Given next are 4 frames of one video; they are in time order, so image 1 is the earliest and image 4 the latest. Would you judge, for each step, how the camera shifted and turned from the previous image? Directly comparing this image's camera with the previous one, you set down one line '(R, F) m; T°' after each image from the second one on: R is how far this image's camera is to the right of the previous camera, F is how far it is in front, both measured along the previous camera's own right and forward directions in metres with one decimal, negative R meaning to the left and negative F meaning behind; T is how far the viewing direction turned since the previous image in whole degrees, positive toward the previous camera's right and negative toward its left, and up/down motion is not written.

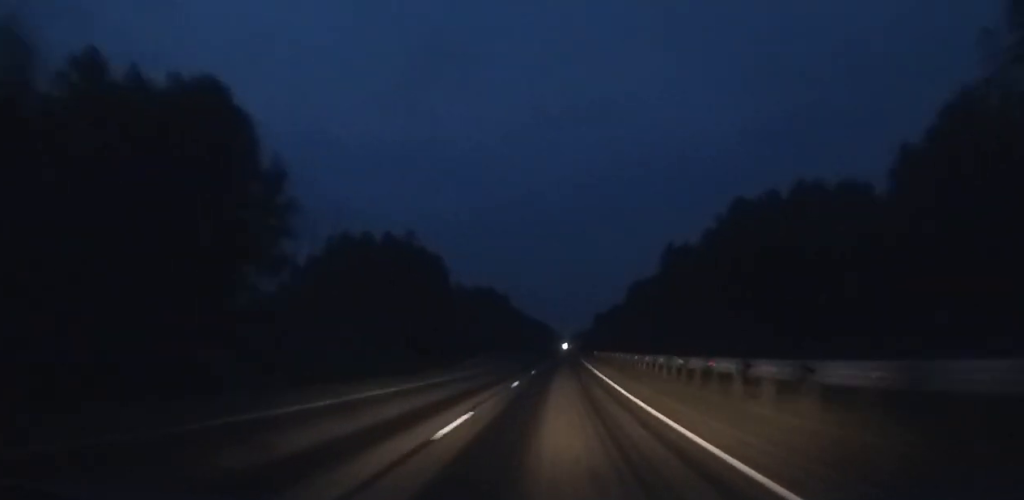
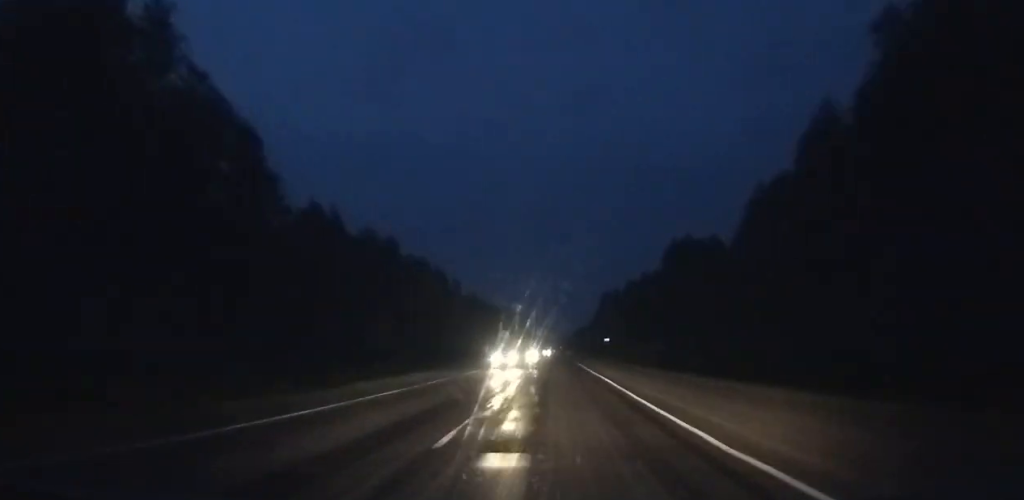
(+4.8, +234.8) m; +1°
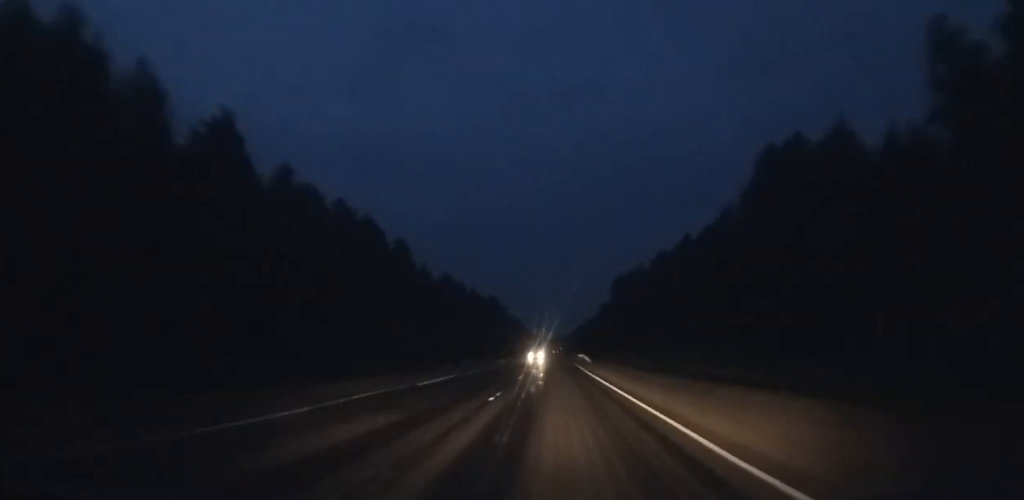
(+0.2, +66.8) m; 0°
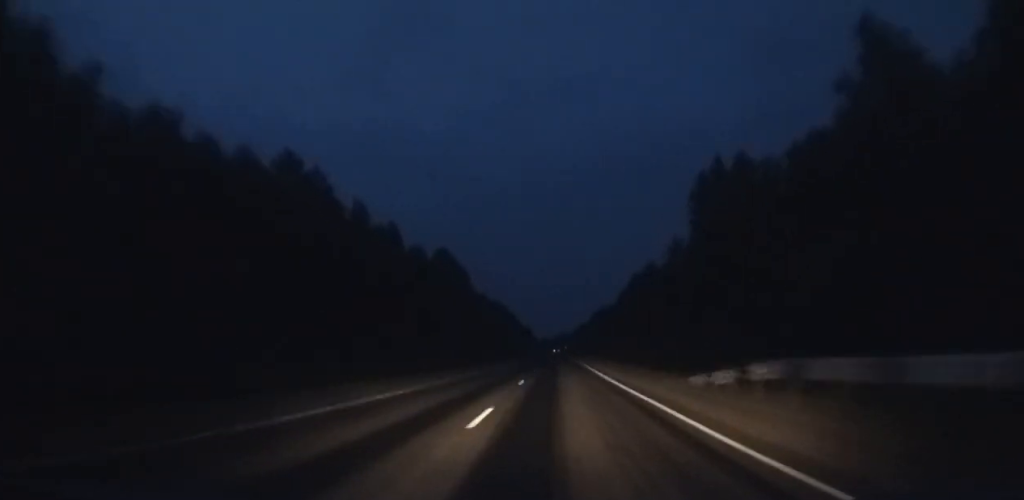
(-0.2, +131.6) m; 0°
